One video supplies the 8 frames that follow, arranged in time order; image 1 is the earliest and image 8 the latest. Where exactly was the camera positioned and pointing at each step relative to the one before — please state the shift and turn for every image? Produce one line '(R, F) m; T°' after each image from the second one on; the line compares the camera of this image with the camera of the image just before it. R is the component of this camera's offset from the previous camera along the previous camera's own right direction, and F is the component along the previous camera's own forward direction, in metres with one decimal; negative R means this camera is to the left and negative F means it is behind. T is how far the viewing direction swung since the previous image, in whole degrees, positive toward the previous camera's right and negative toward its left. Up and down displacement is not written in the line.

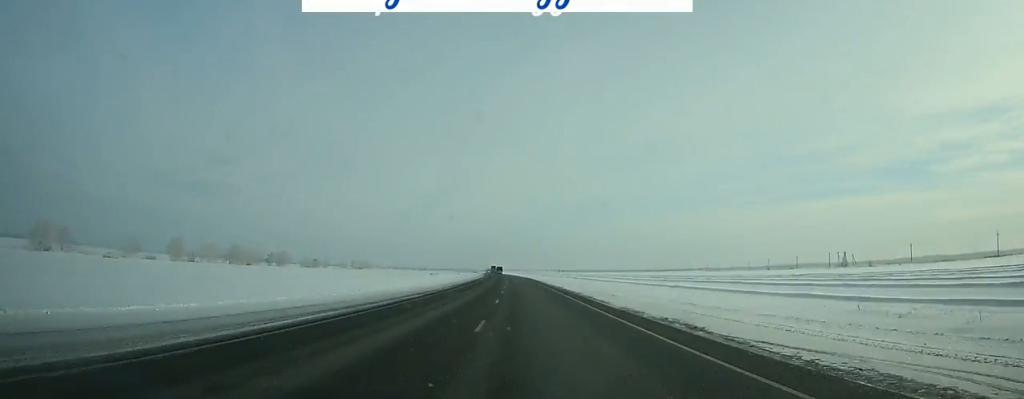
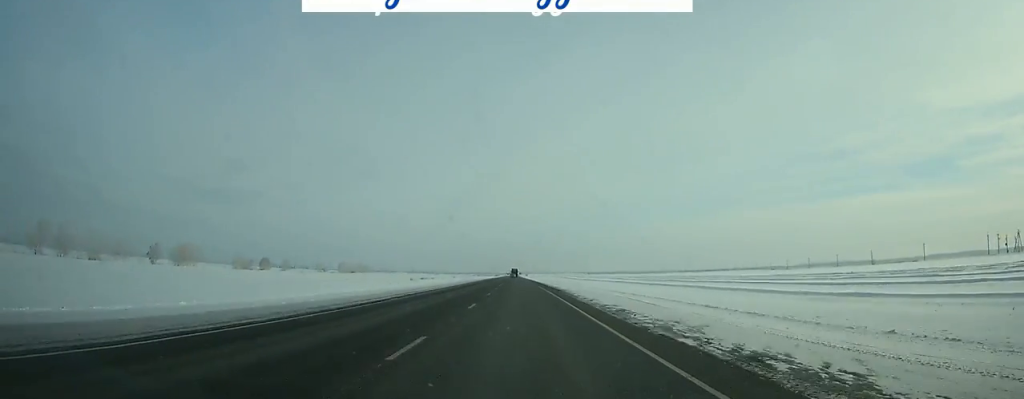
(-2.1, +113.9) m; -2°
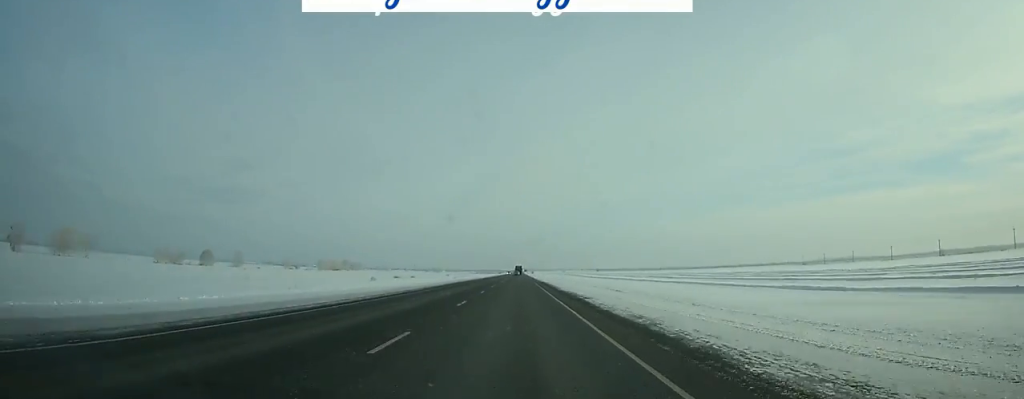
(-0.5, +60.2) m; 0°
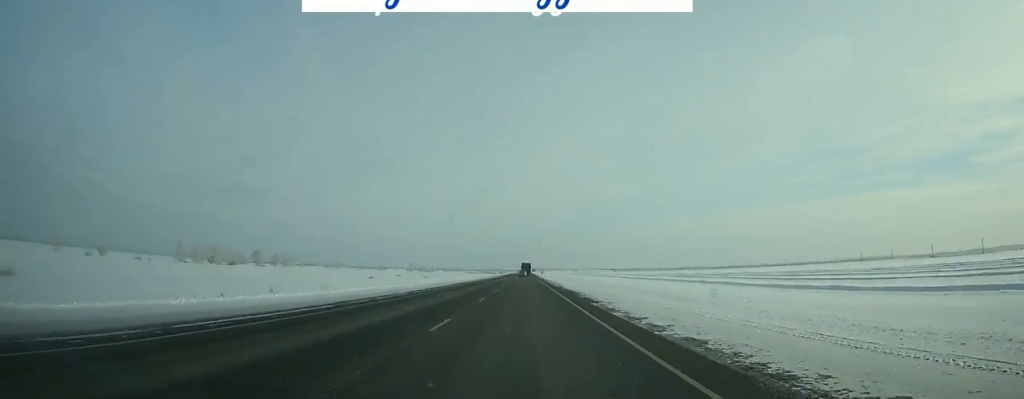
(-0.7, +174.1) m; 0°
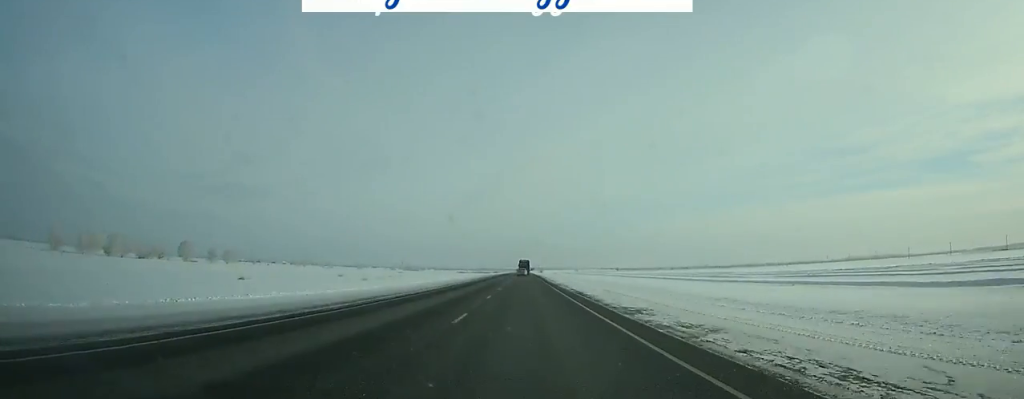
(0.0, +68.5) m; 0°
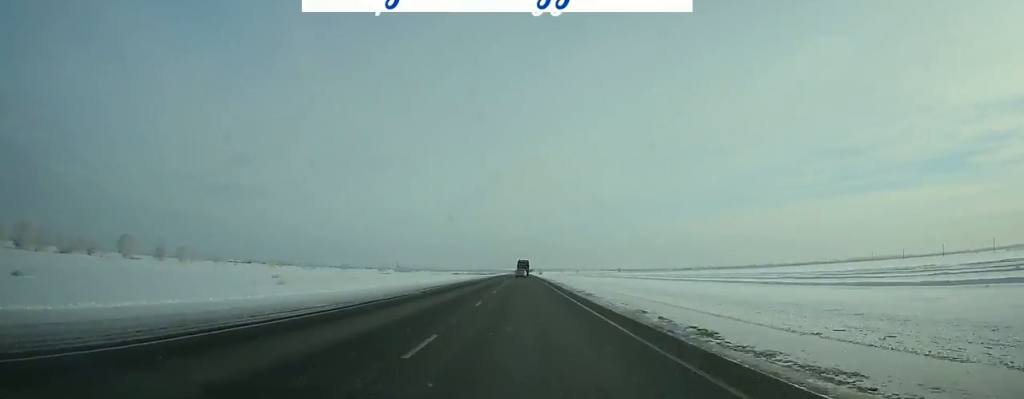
(0.0, +39.6) m; 0°
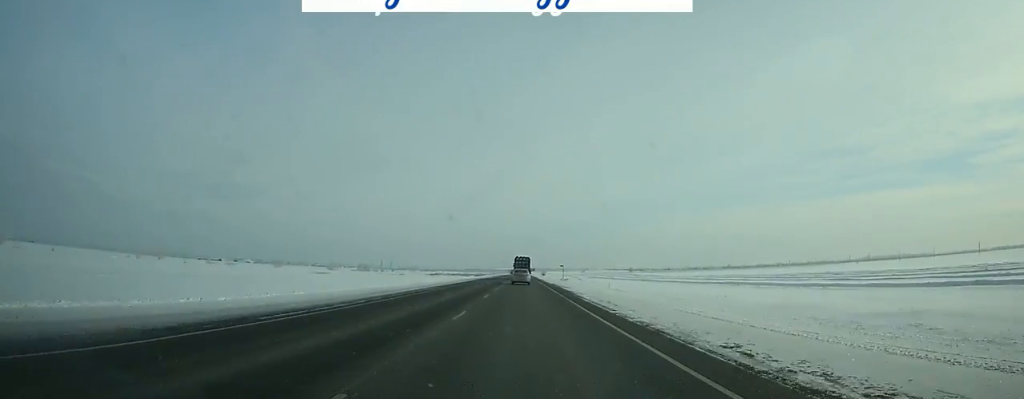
(+0.3, +128.2) m; 0°
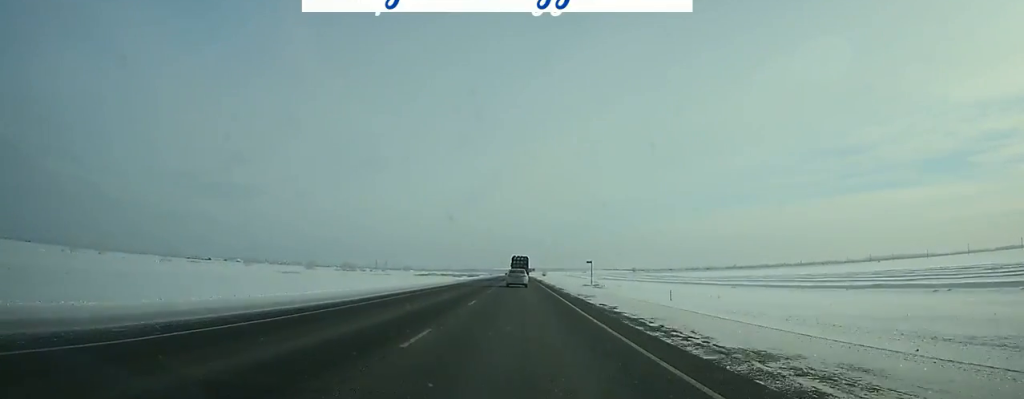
(0.0, +39.8) m; 0°
